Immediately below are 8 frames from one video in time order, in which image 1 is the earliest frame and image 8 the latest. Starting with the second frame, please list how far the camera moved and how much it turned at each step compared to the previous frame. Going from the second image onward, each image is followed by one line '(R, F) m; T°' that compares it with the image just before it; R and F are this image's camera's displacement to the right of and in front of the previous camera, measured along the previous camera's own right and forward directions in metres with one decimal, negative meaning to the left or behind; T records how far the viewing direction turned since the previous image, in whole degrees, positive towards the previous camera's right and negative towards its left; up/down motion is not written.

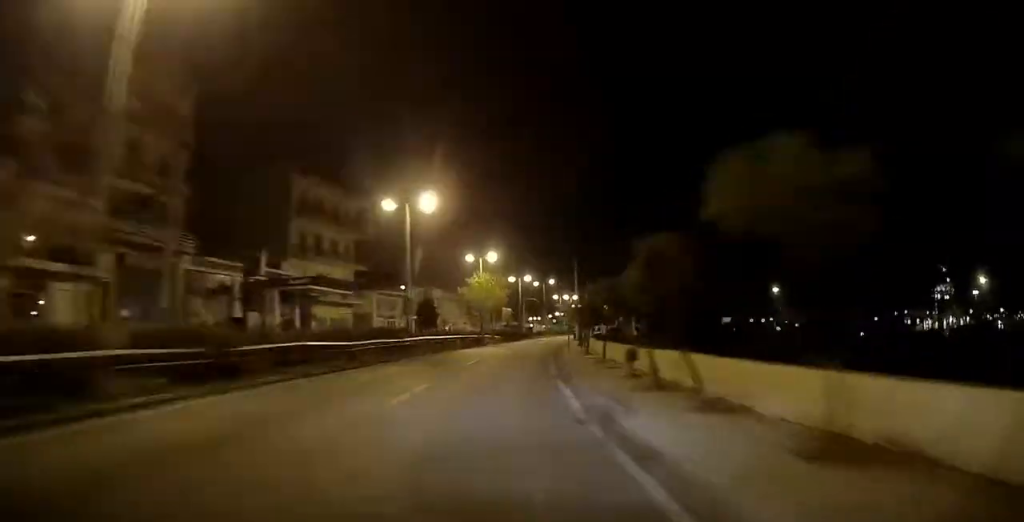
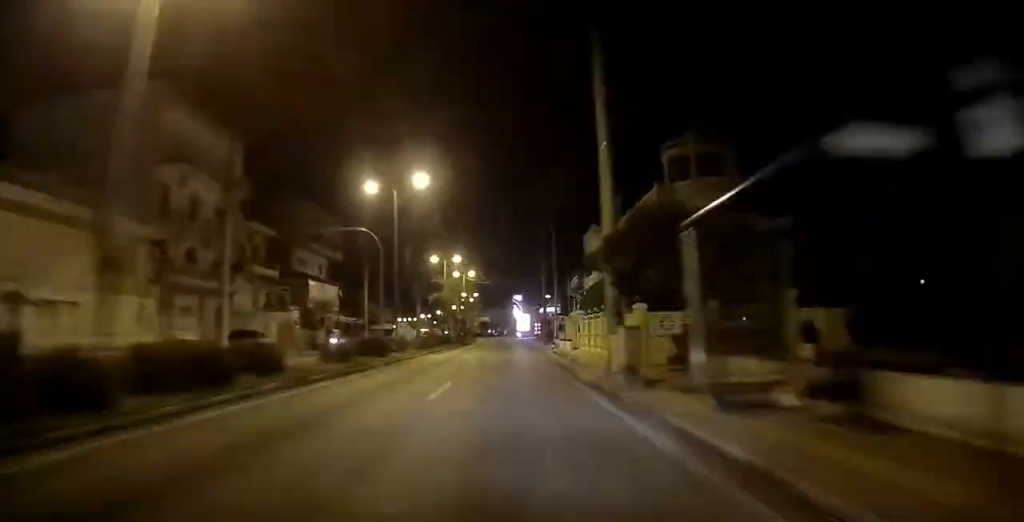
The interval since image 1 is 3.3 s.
(+2.8, +82.4) m; +4°
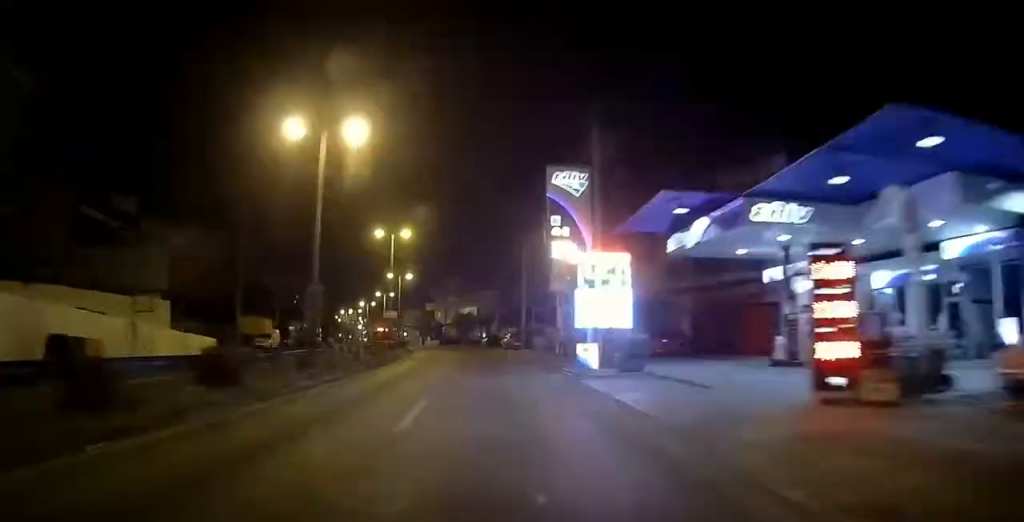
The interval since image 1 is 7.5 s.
(+4.4, +106.8) m; -4°
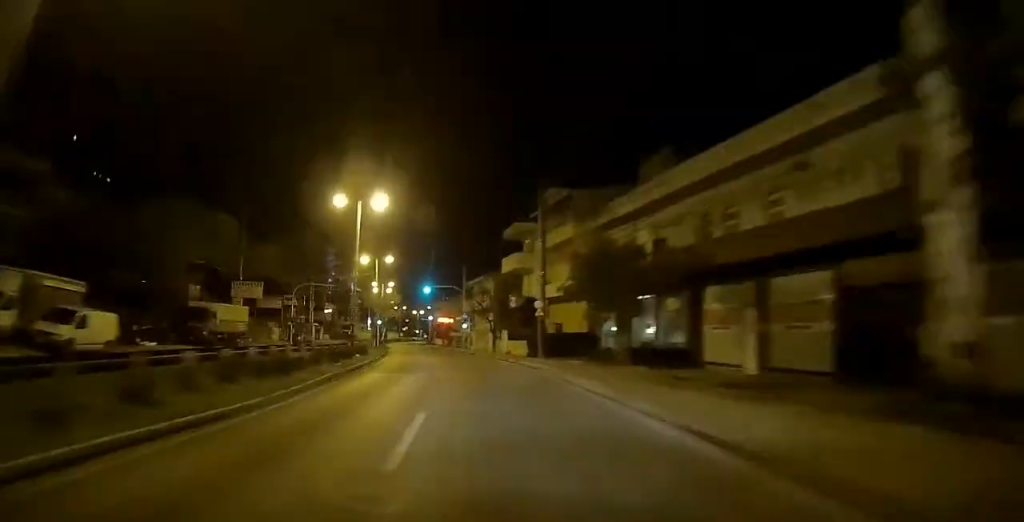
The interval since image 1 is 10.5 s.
(-5.2, +70.2) m; -3°
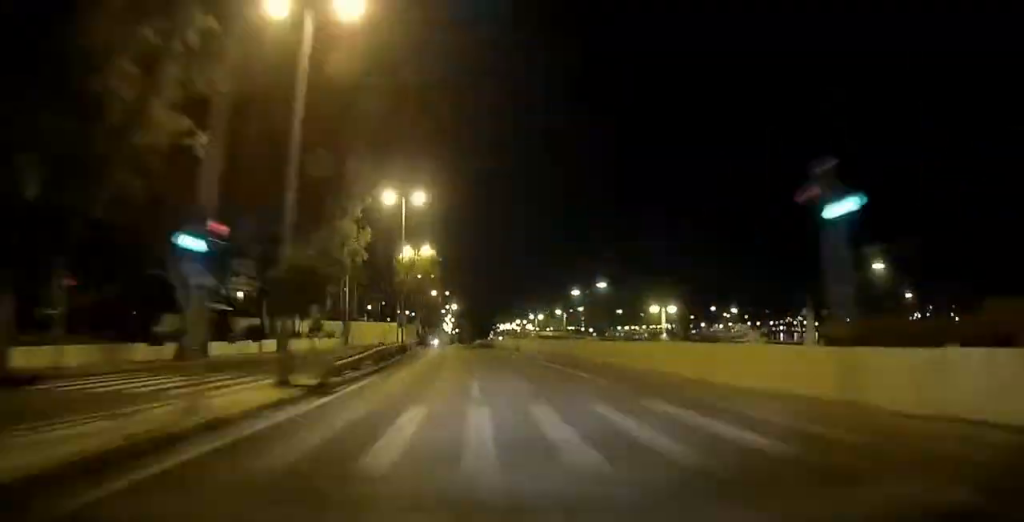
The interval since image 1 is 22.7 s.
(-14.4, +298.4) m; -5°
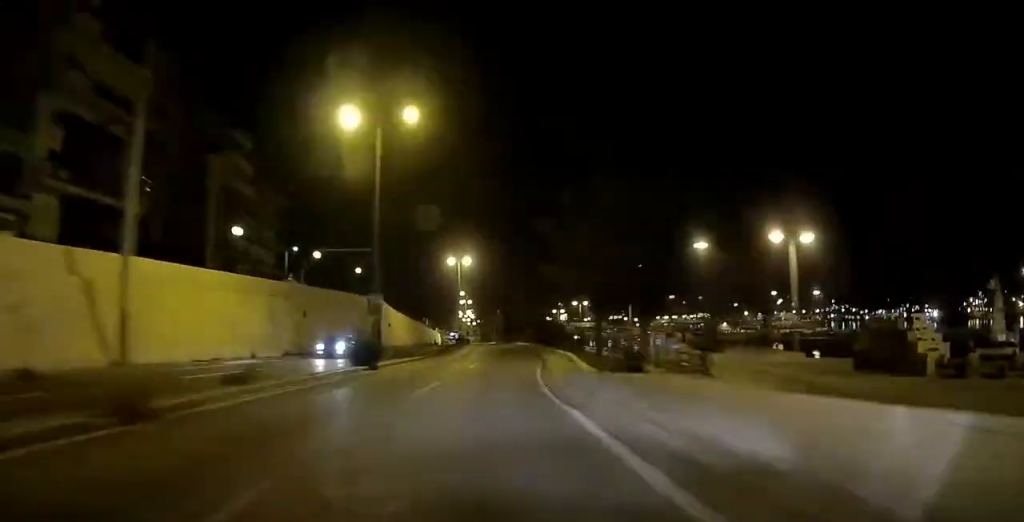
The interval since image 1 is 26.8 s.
(-2.0, +97.7) m; -2°
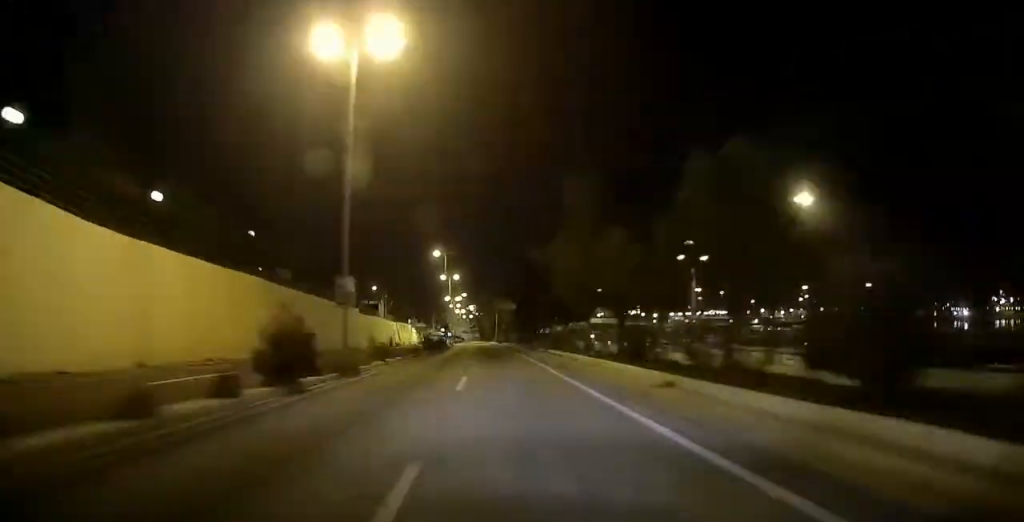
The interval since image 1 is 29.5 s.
(-0.5, +61.7) m; 0°
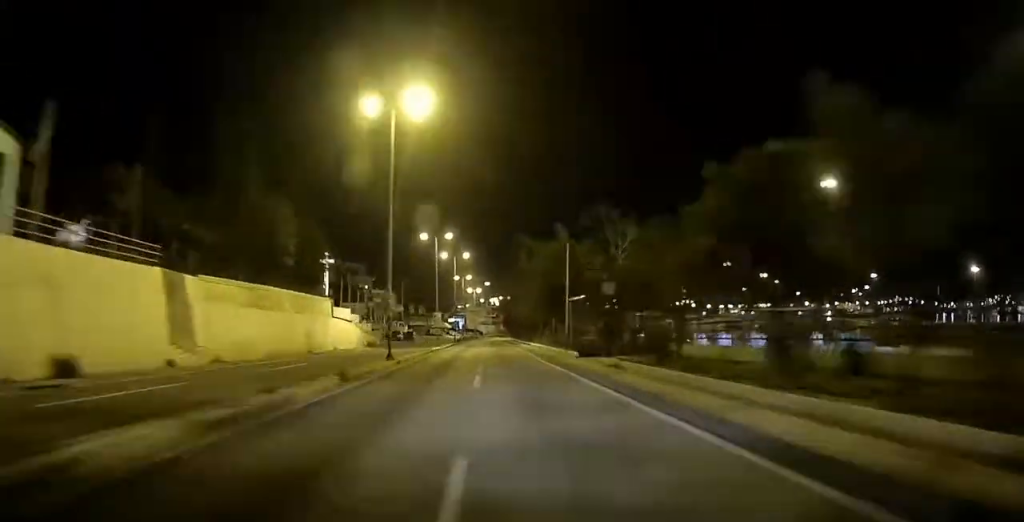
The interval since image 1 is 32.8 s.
(-1.5, +77.3) m; +1°
